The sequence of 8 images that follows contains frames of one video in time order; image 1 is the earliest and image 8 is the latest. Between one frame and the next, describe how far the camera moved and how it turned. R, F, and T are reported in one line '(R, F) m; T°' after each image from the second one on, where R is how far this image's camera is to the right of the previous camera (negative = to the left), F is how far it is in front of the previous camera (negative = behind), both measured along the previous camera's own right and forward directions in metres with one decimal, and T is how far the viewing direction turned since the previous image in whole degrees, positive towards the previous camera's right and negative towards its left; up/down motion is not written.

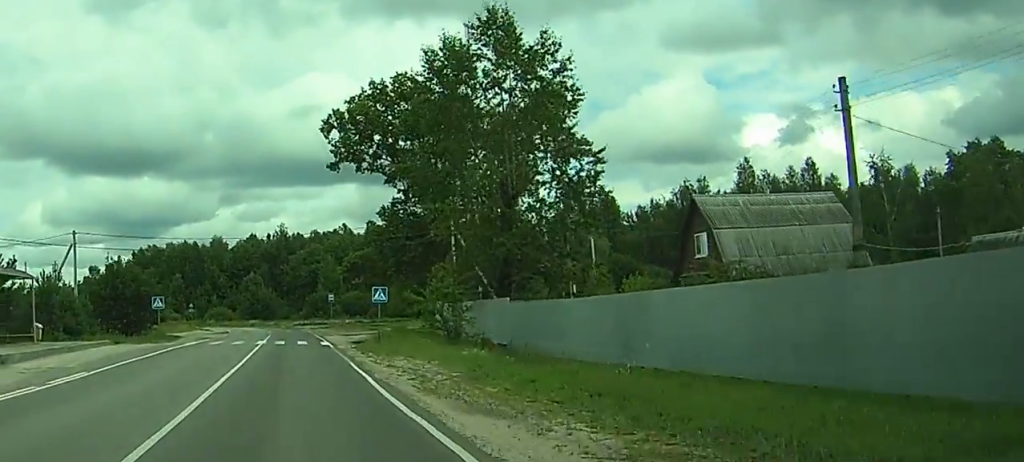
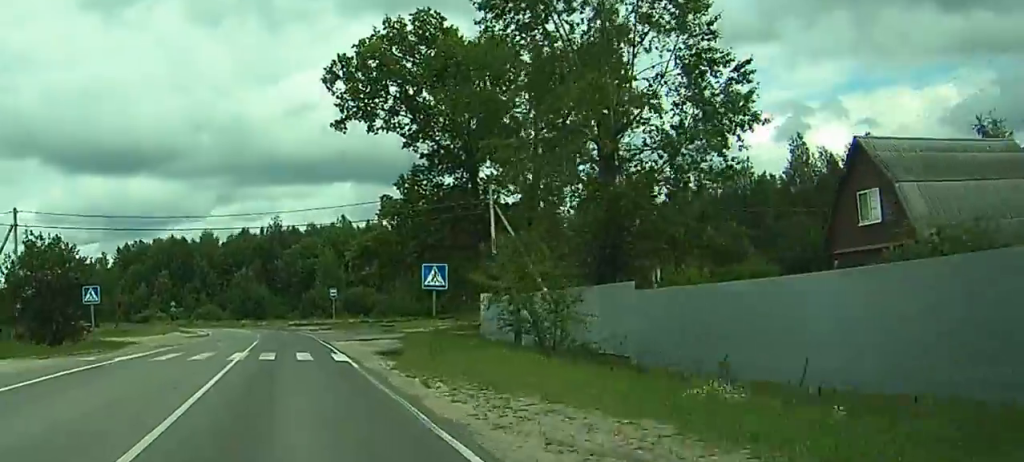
(+0.2, +15.0) m; +1°
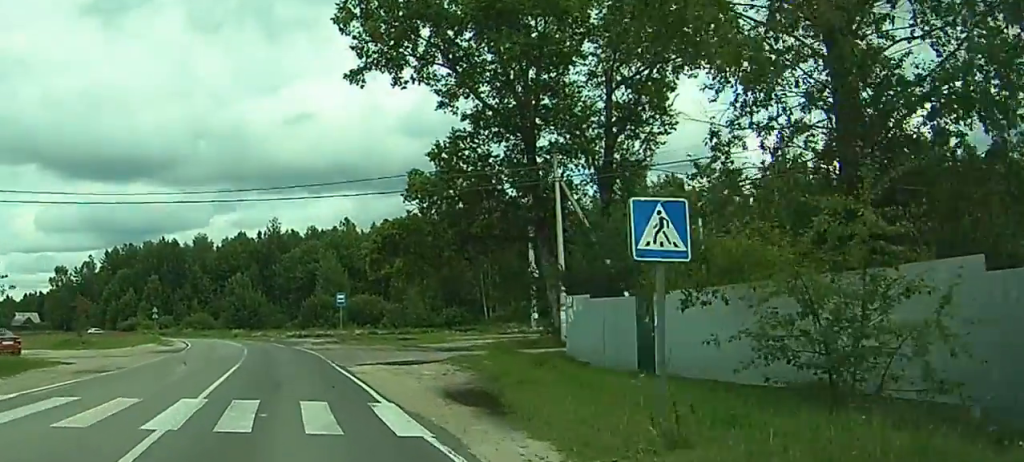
(0.0, +13.5) m; 0°
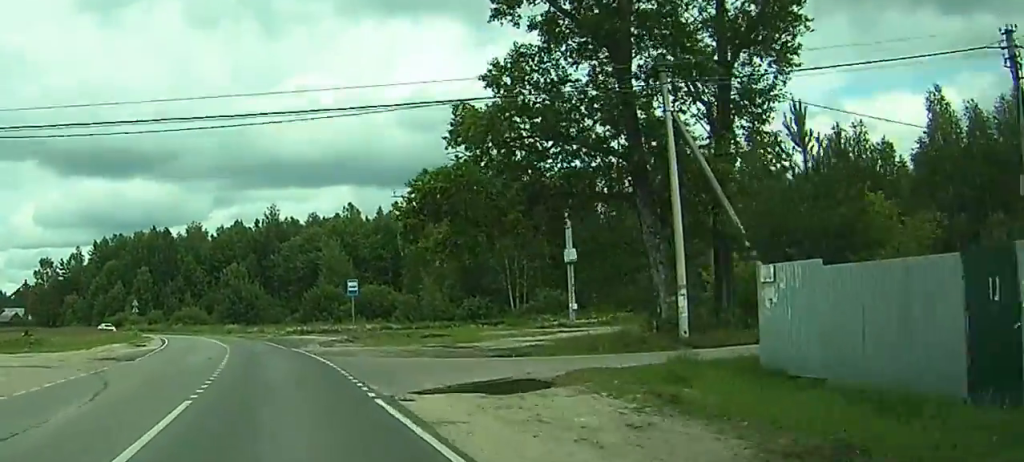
(0.0, +12.5) m; +1°
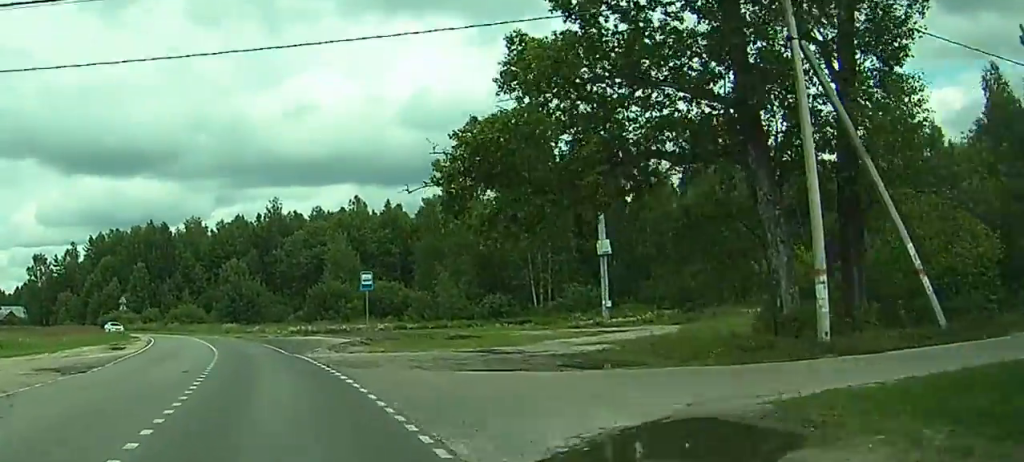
(+0.1, +7.7) m; 0°
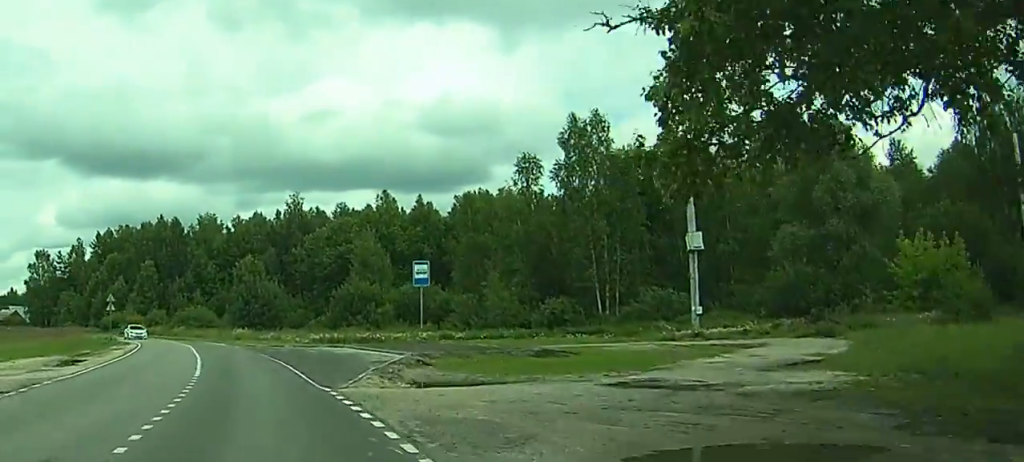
(0.0, +12.8) m; -1°
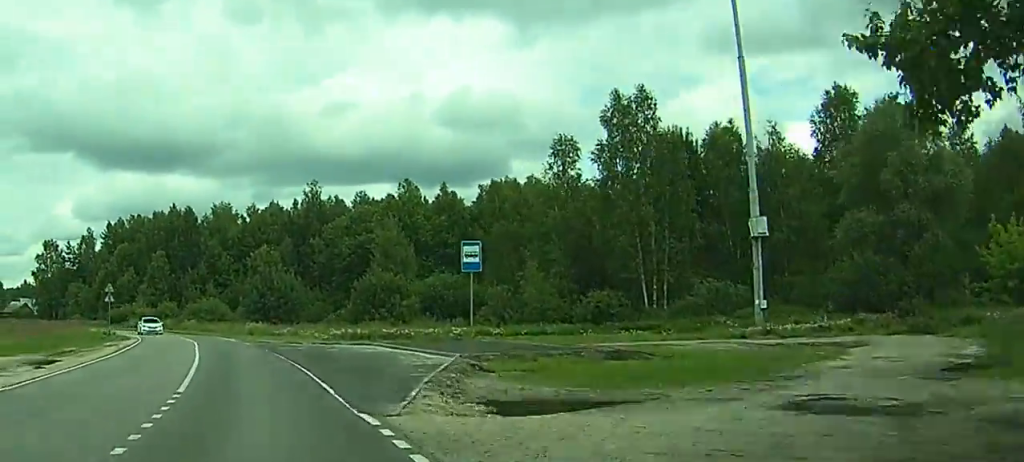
(0.0, +6.2) m; -1°
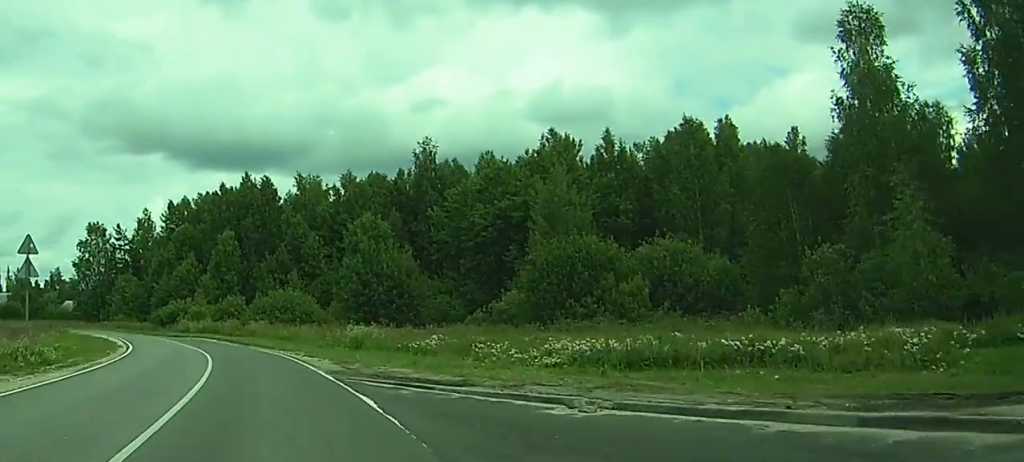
(-1.4, +32.5) m; -10°
